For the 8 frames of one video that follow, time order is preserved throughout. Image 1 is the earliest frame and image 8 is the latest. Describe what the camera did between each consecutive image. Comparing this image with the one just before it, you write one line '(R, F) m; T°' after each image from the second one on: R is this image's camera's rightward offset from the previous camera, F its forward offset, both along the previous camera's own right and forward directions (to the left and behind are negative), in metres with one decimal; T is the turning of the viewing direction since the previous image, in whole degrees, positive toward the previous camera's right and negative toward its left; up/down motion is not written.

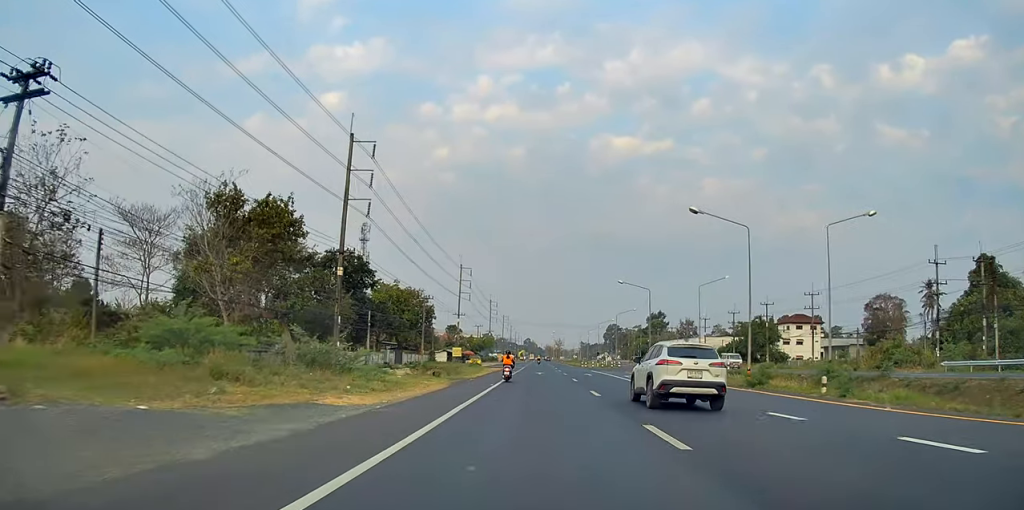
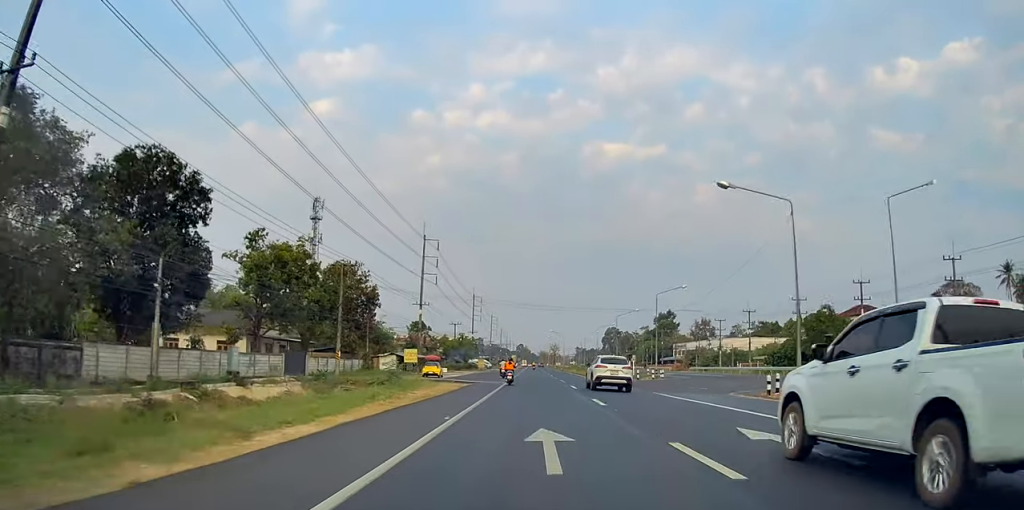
(+0.1, +37.2) m; 0°
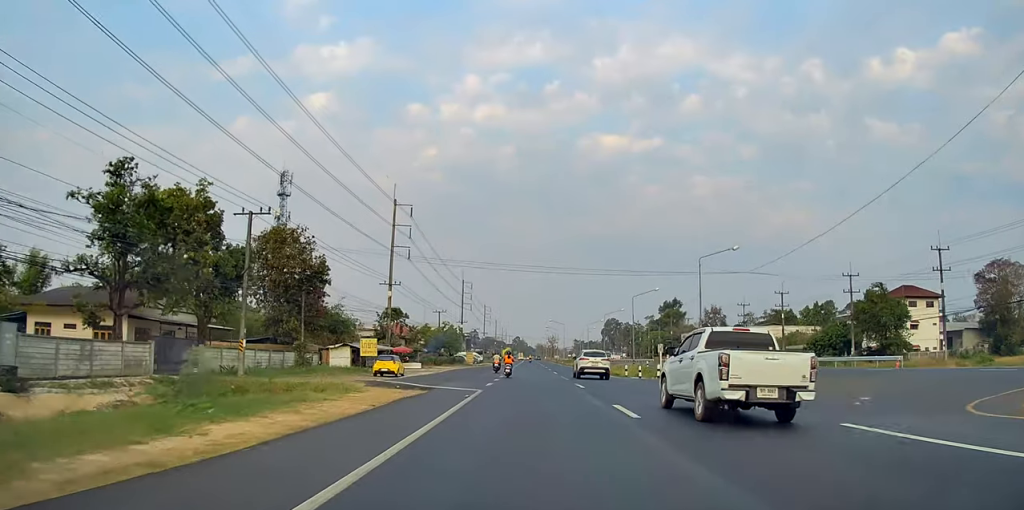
(0.0, +18.6) m; 0°
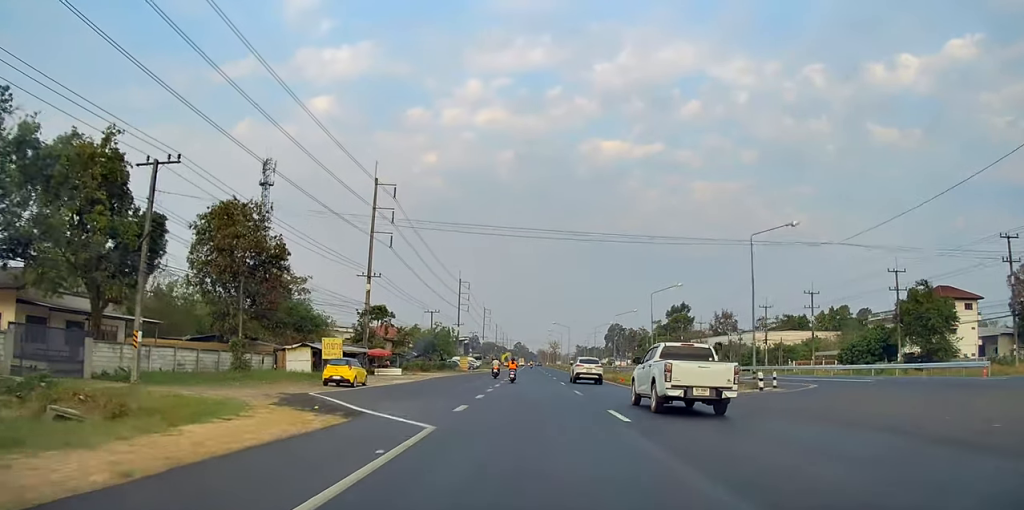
(0.0, +10.8) m; 0°
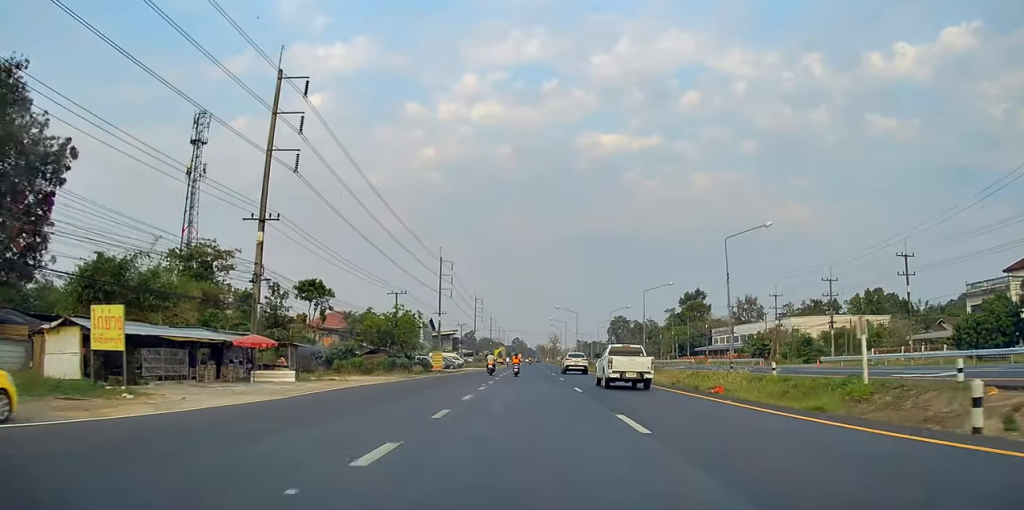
(+0.2, +26.6) m; +1°
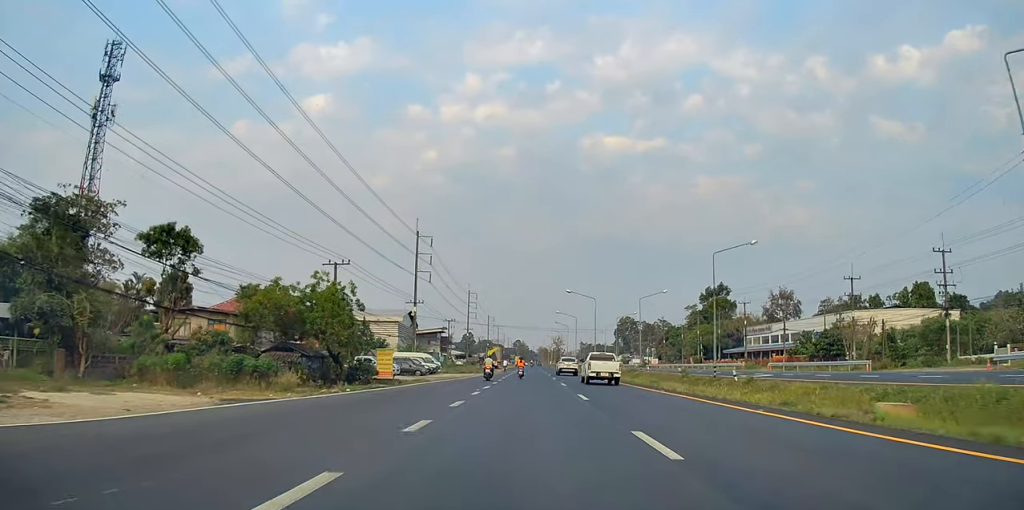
(-0.1, +26.6) m; 0°
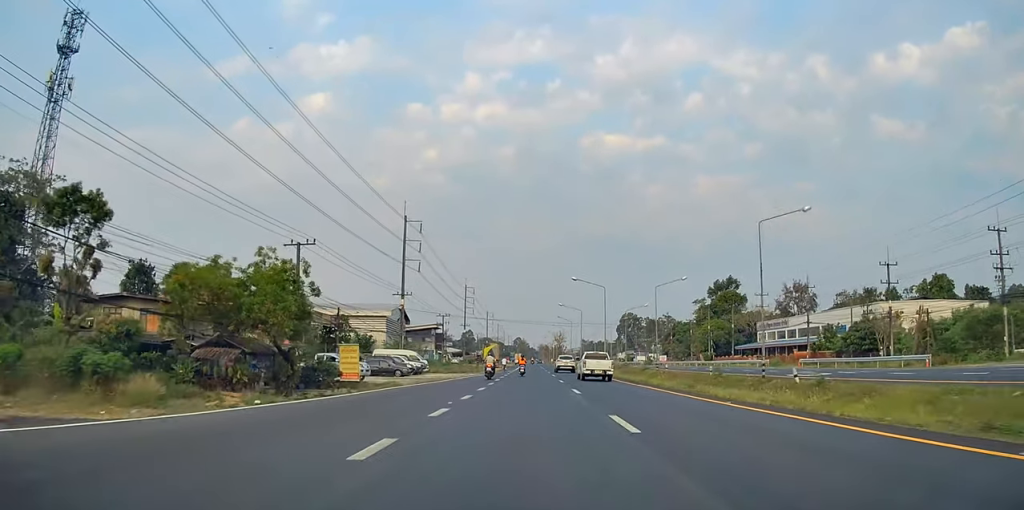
(0.0, +9.5) m; 0°
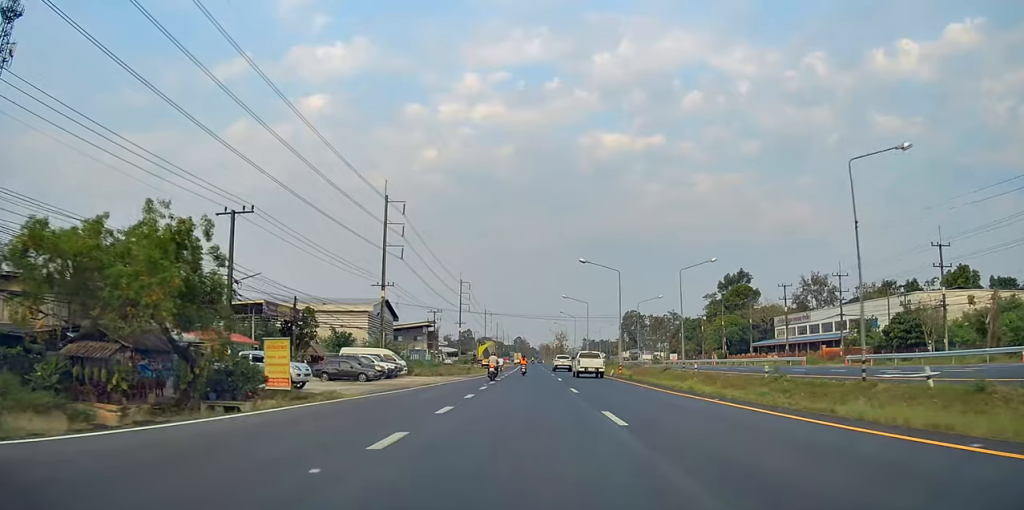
(+0.1, +11.0) m; 0°
